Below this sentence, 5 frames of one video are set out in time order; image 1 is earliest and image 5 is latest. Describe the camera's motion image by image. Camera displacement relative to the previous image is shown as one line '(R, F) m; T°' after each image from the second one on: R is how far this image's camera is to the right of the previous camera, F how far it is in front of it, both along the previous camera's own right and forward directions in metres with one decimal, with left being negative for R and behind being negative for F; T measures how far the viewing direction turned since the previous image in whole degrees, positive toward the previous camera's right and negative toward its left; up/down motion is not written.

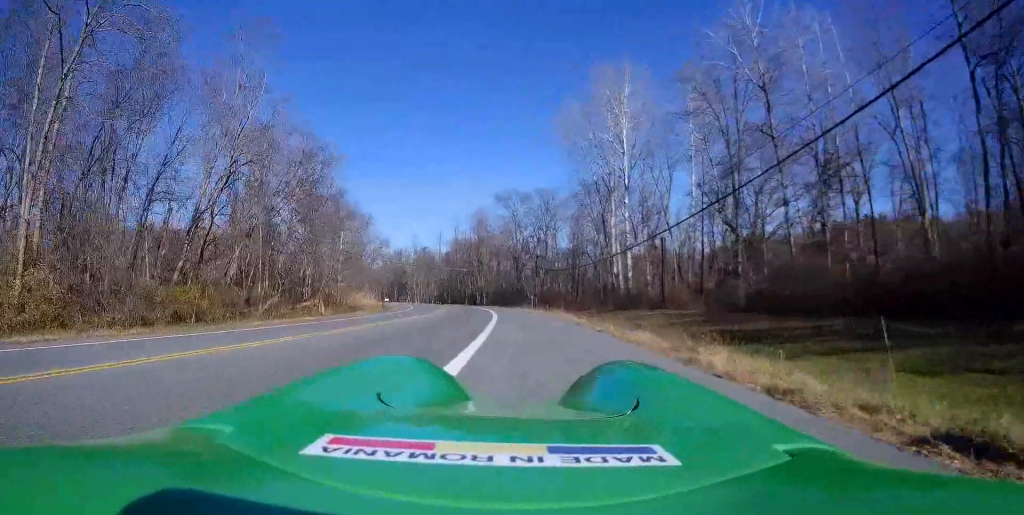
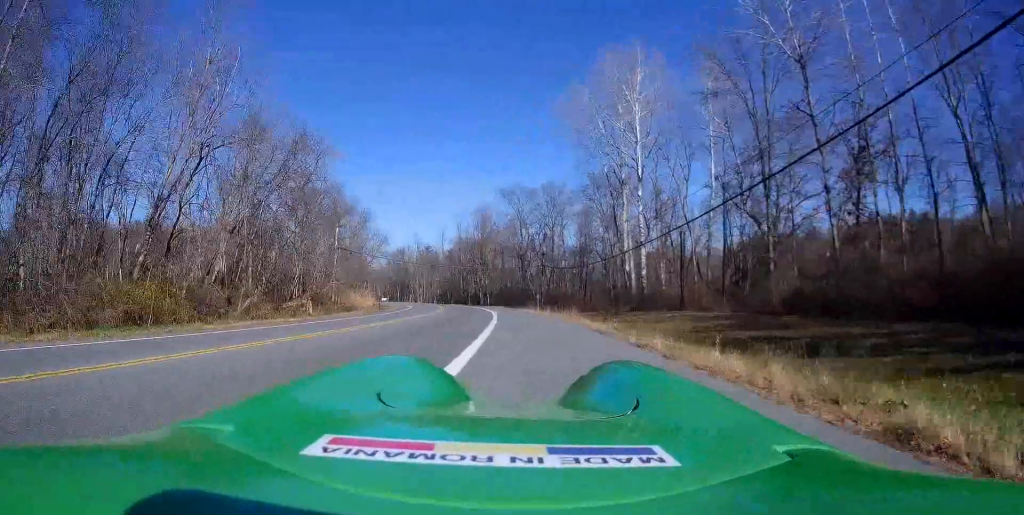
(+0.2, +4.2) m; +1°
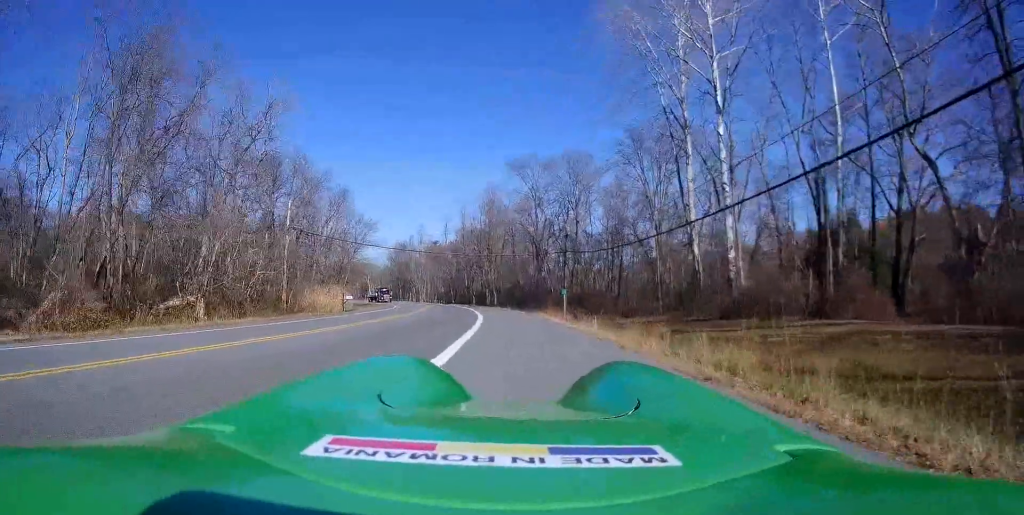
(-0.4, +19.1) m; -3°
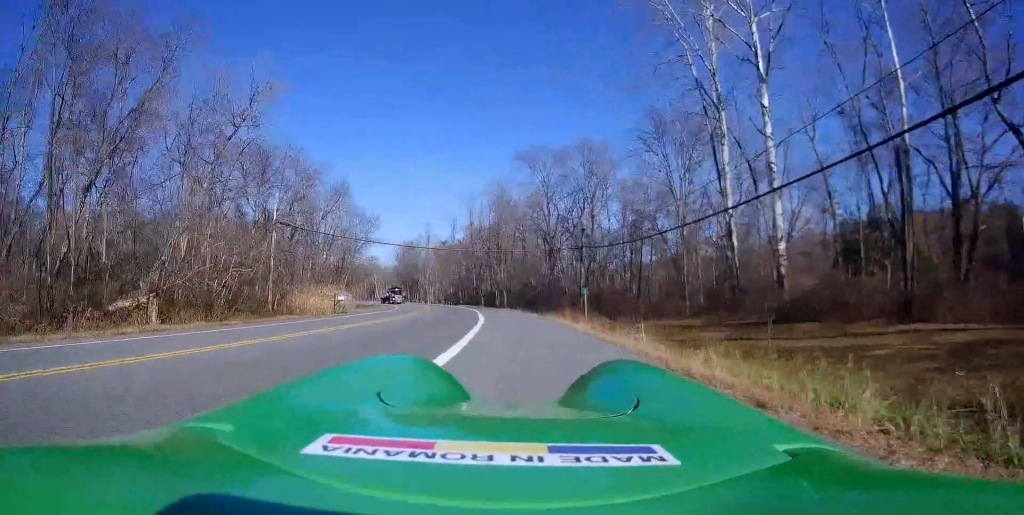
(0.0, +5.3) m; 0°
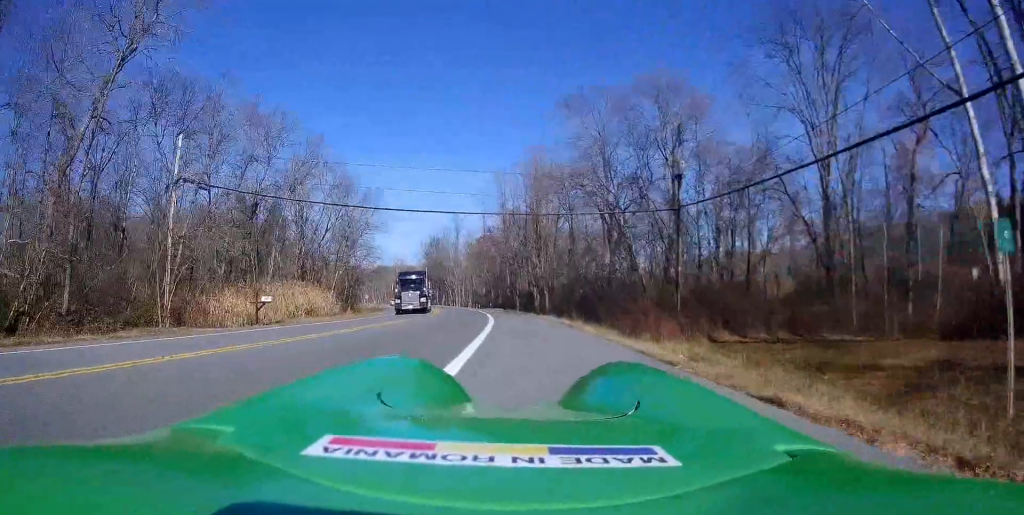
(+0.6, +20.8) m; 0°
